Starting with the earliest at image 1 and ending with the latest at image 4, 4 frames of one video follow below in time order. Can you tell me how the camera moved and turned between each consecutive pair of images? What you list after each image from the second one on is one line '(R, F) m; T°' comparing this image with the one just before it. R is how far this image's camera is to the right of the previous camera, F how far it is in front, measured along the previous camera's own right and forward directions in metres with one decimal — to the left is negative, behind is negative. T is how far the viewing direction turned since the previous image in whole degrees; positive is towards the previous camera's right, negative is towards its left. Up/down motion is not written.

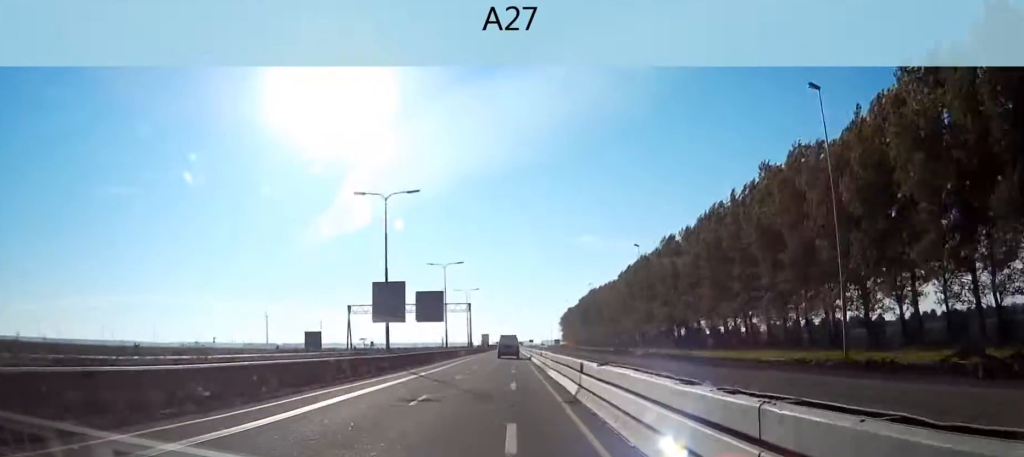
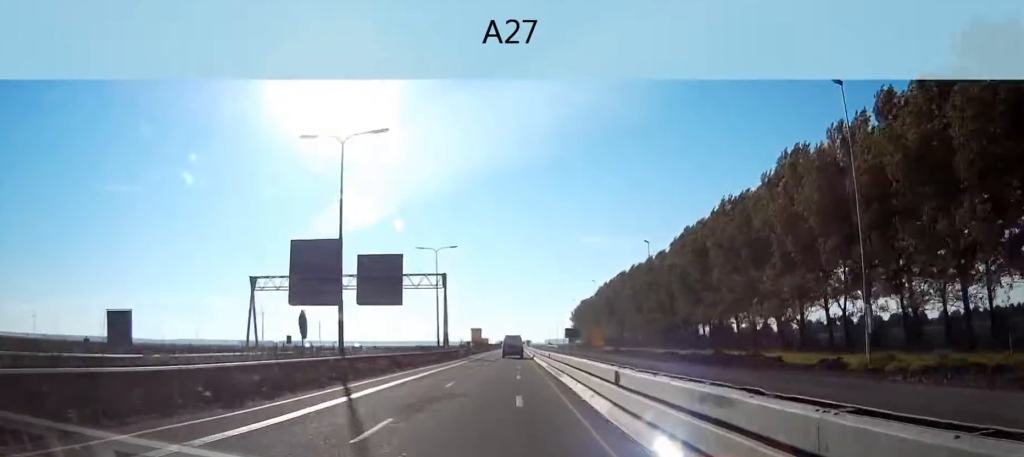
(-0.3, +53.4) m; 0°
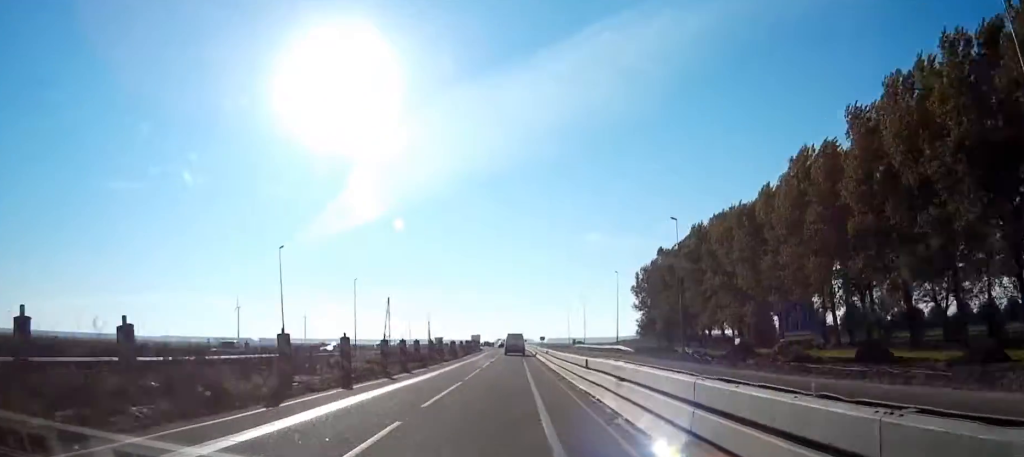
(+0.7, +161.4) m; 0°
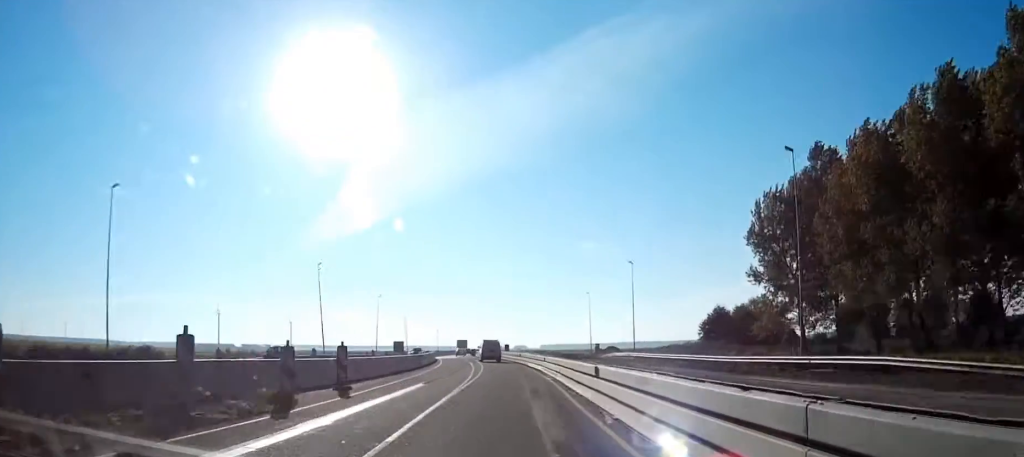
(+0.2, +74.7) m; 0°
